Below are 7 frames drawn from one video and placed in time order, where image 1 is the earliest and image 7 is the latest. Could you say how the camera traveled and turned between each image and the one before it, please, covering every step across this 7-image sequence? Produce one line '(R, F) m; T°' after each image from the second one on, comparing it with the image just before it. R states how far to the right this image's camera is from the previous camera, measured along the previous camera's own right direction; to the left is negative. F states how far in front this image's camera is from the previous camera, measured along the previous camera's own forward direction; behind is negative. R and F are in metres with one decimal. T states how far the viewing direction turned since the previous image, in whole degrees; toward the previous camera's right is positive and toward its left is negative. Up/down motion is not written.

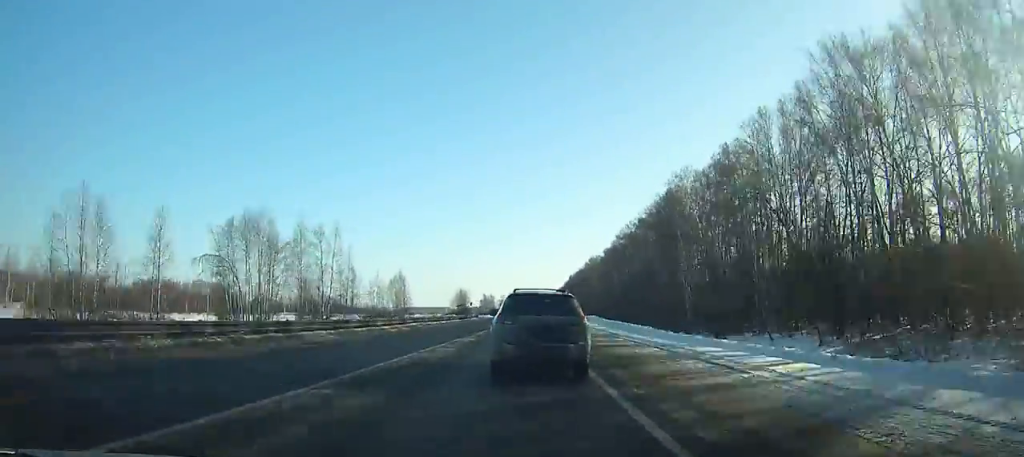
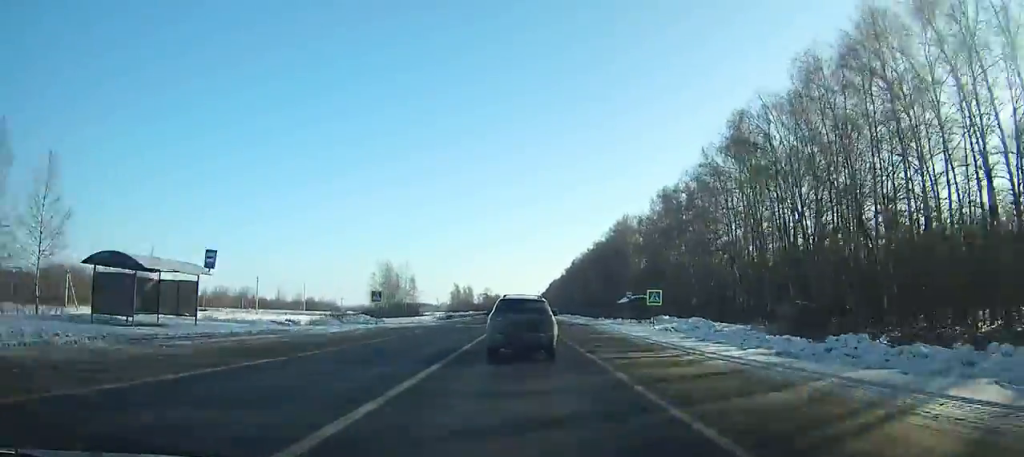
(-0.2, +111.7) m; +1°
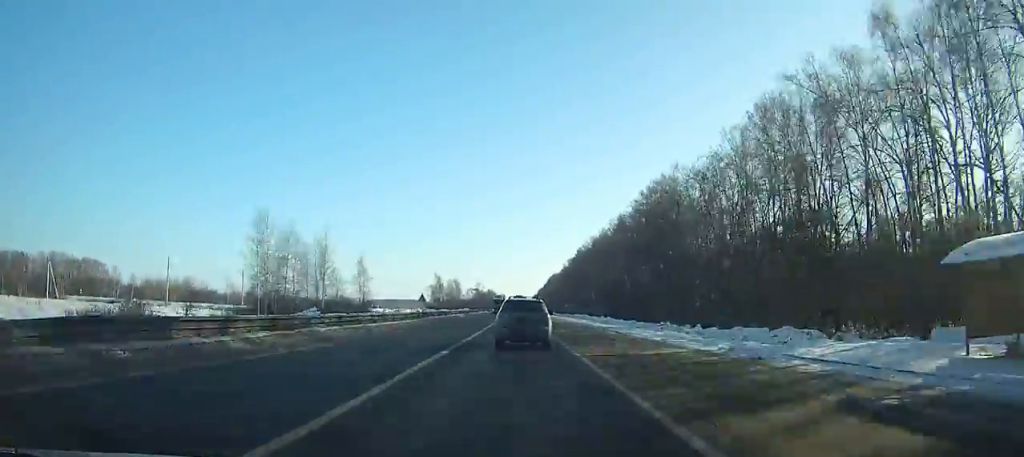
(+0.2, +52.4) m; 0°
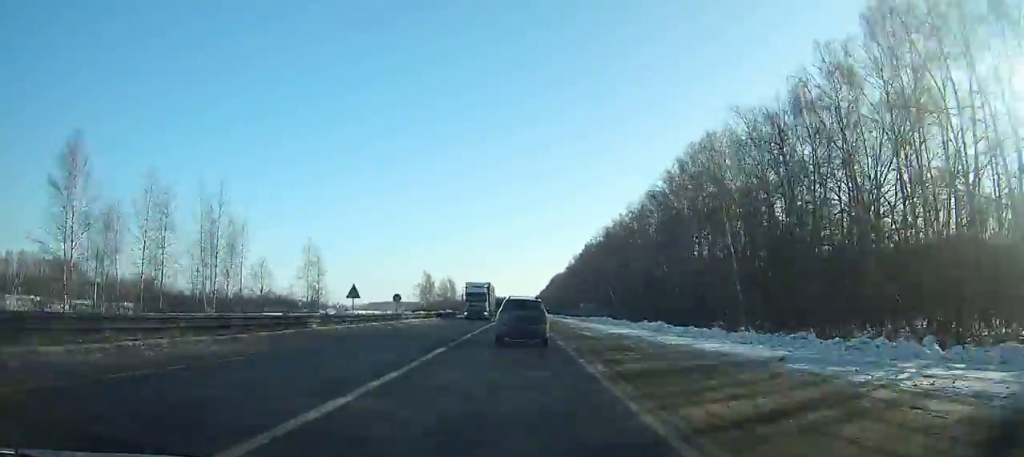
(0.0, +28.6) m; 0°
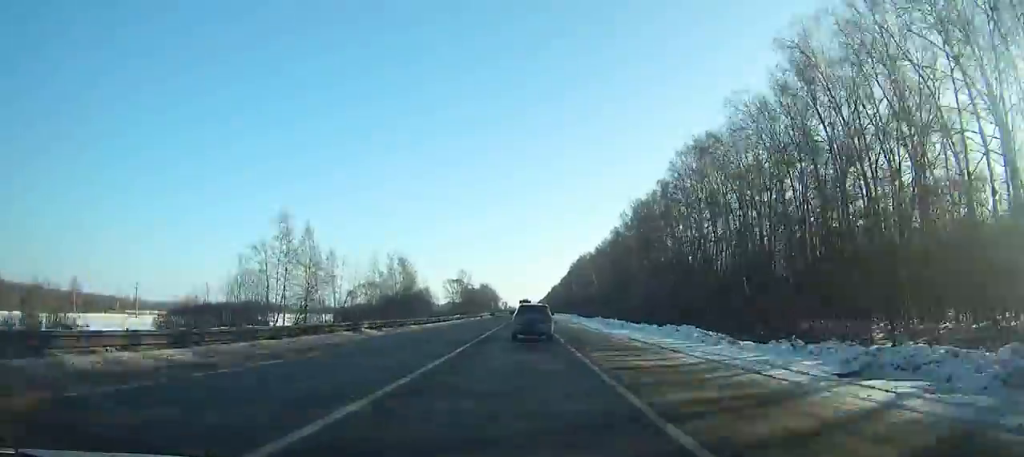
(-0.8, +132.6) m; 0°
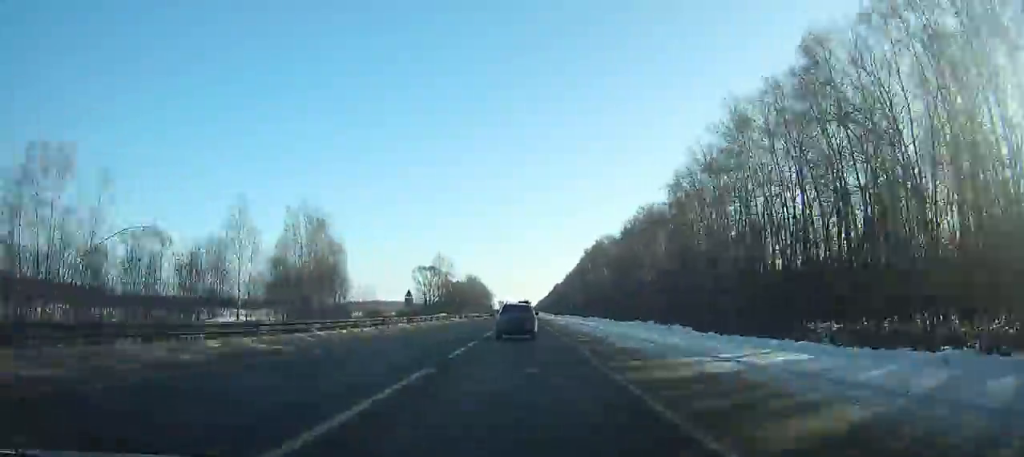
(0.0, +66.4) m; 0°
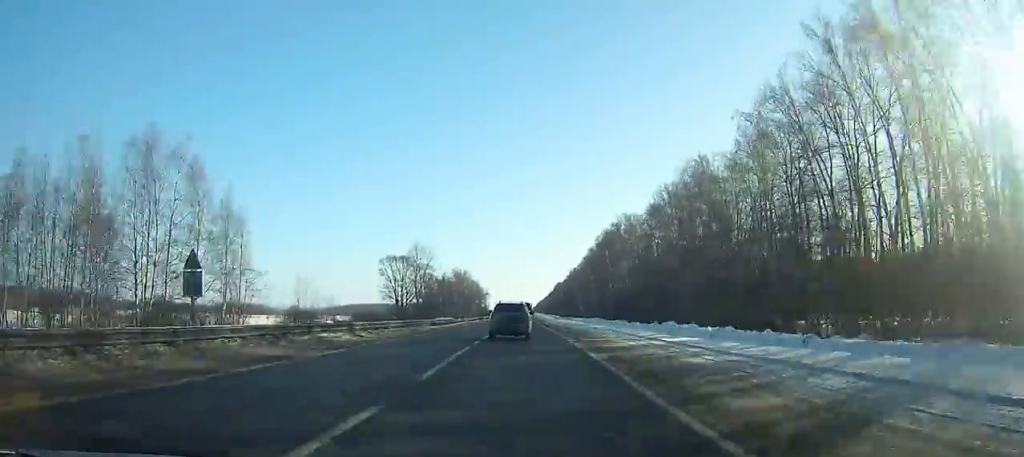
(0.0, +39.9) m; 0°
